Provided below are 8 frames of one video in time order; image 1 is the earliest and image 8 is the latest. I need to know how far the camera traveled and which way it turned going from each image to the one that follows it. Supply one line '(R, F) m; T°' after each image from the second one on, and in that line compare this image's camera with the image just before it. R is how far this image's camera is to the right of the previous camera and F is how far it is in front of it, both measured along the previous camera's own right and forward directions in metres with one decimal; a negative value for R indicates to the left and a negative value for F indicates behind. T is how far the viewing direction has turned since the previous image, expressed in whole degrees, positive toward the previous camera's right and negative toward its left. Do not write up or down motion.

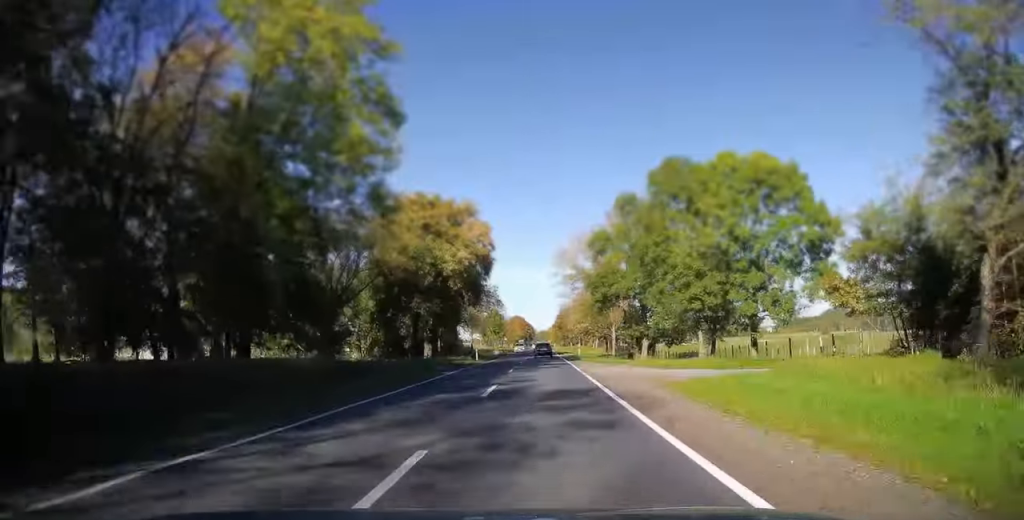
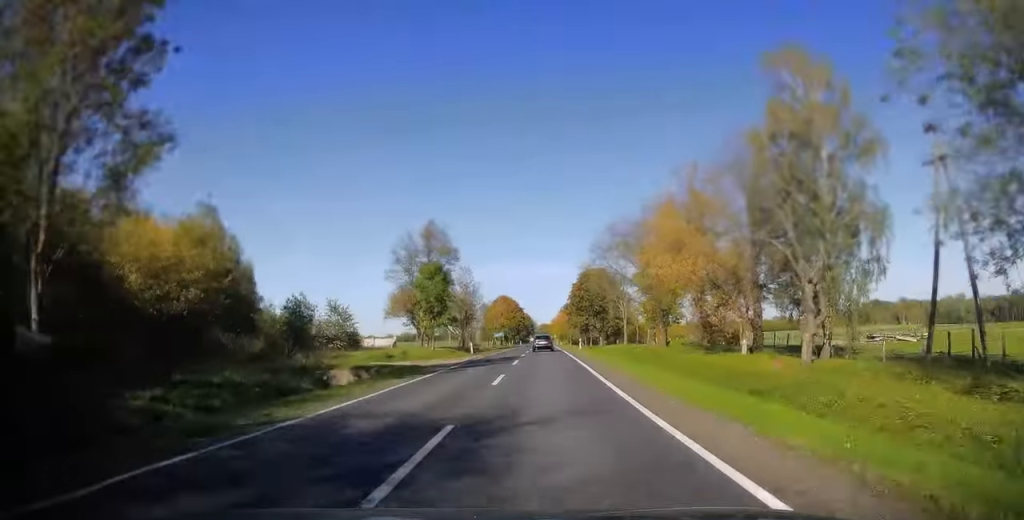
(-0.4, +101.4) m; 0°
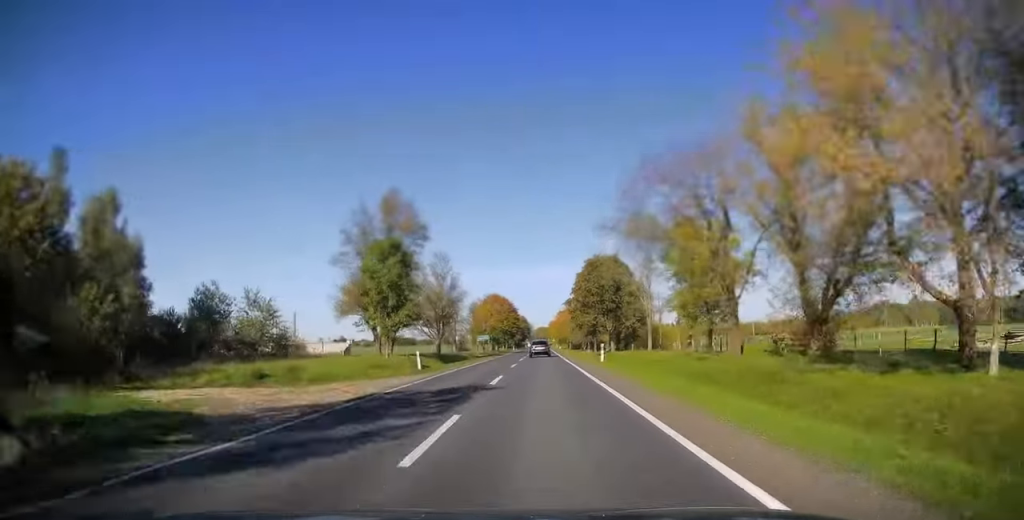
(0.0, +21.6) m; 0°
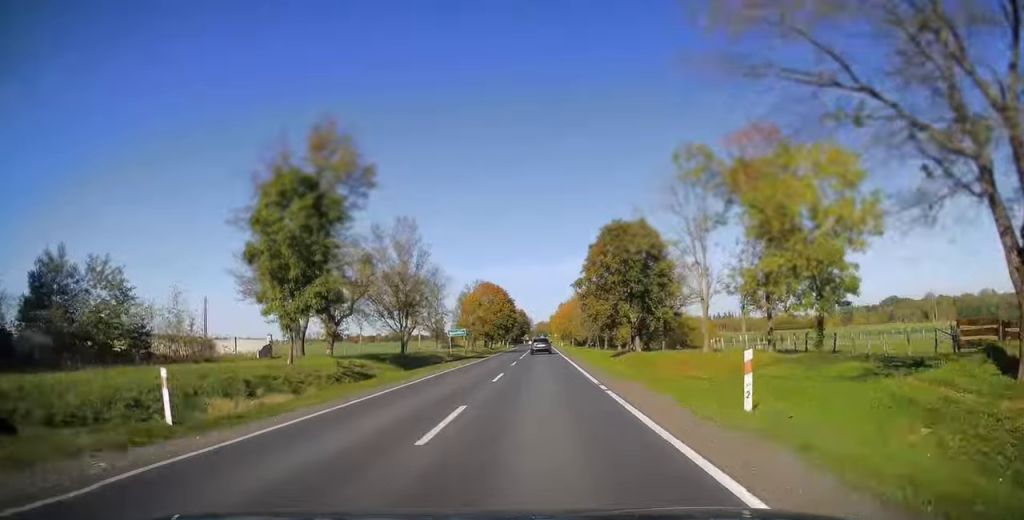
(0.0, +22.3) m; 0°
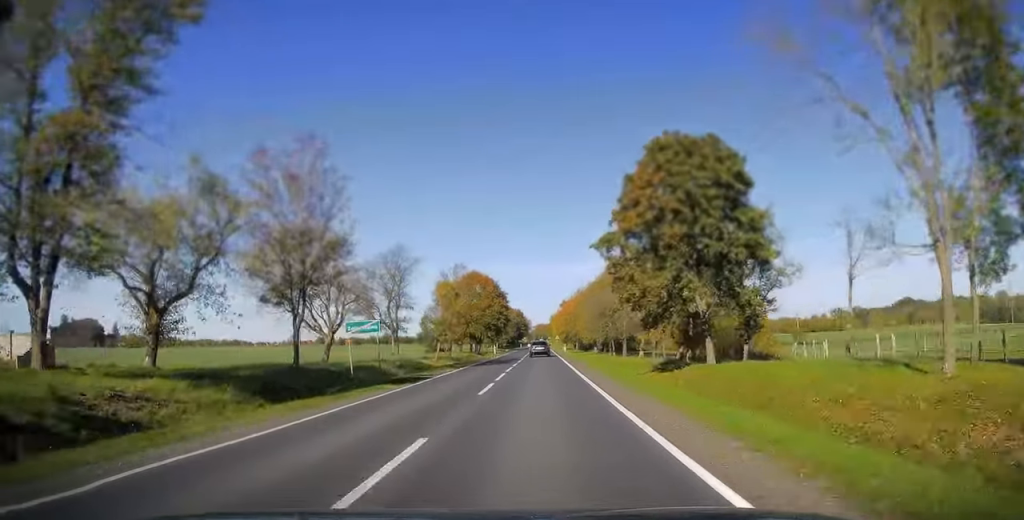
(0.0, +27.1) m; 0°
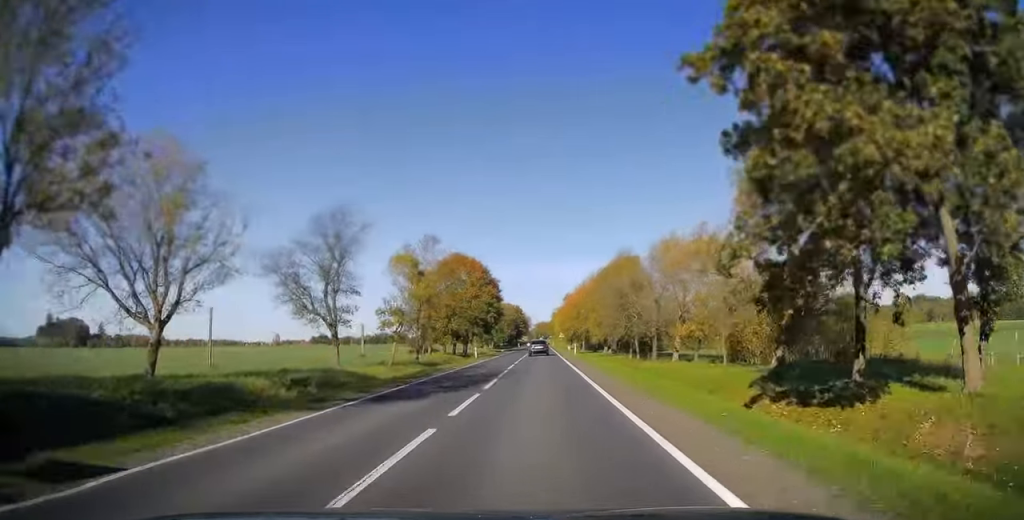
(0.0, +23.0) m; 0°
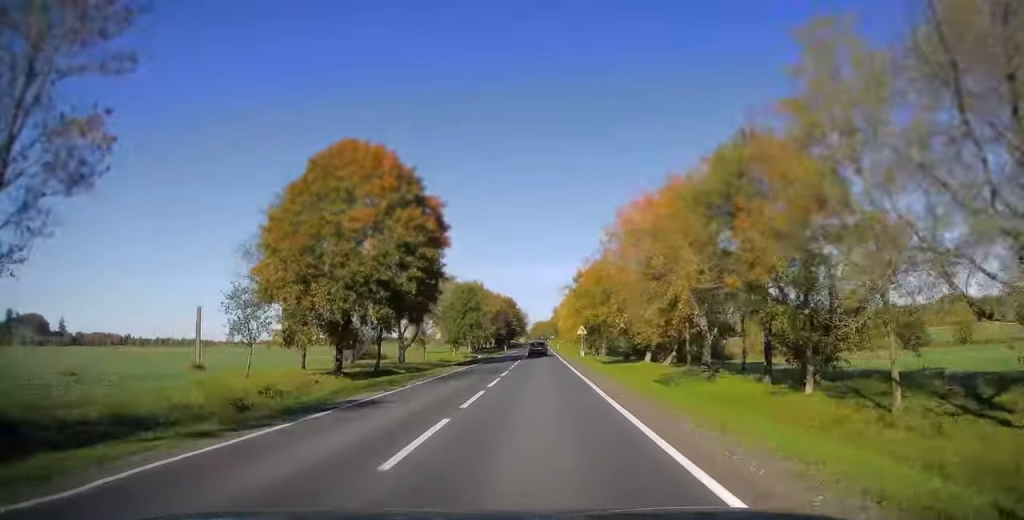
(+0.1, +53.5) m; 0°
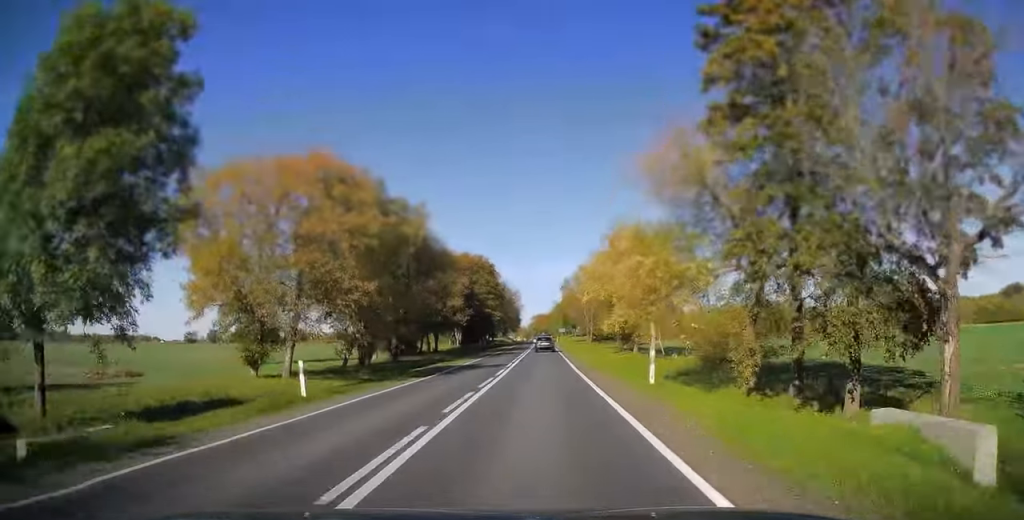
(-0.1, +87.3) m; 0°
